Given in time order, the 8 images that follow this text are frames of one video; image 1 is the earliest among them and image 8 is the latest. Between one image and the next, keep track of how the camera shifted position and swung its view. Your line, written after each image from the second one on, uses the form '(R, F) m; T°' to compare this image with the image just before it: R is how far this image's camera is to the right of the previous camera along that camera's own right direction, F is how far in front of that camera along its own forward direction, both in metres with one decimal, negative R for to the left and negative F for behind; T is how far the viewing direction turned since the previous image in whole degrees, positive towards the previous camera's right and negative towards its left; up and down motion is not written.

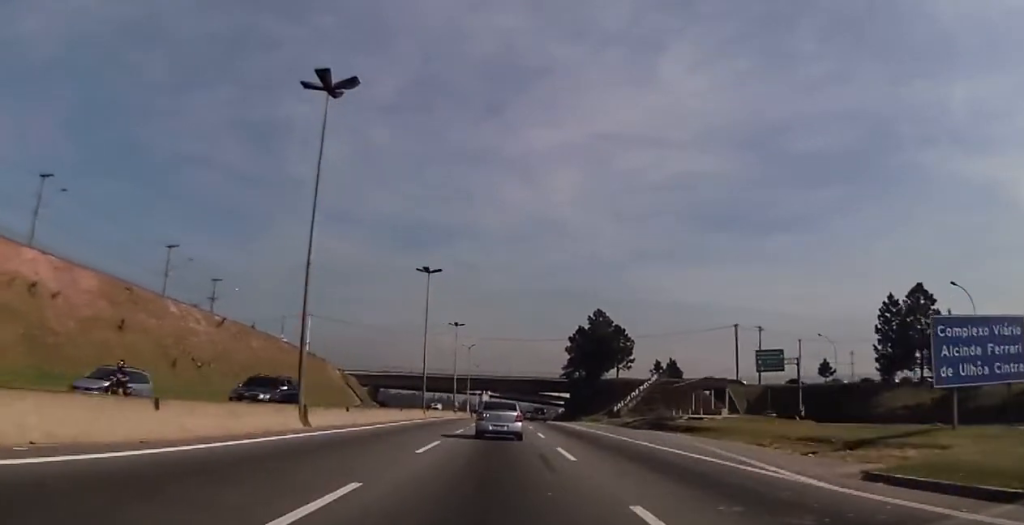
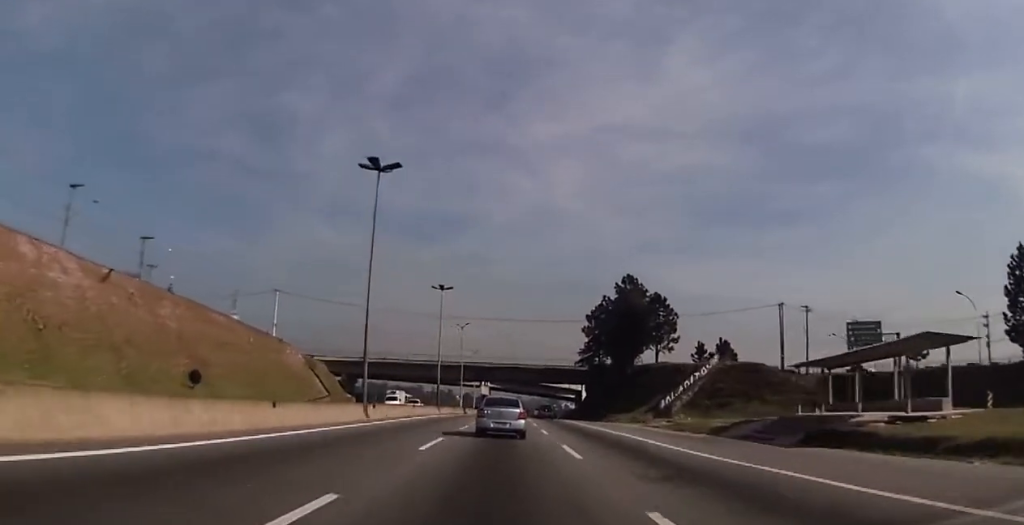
(+0.5, +25.3) m; 0°
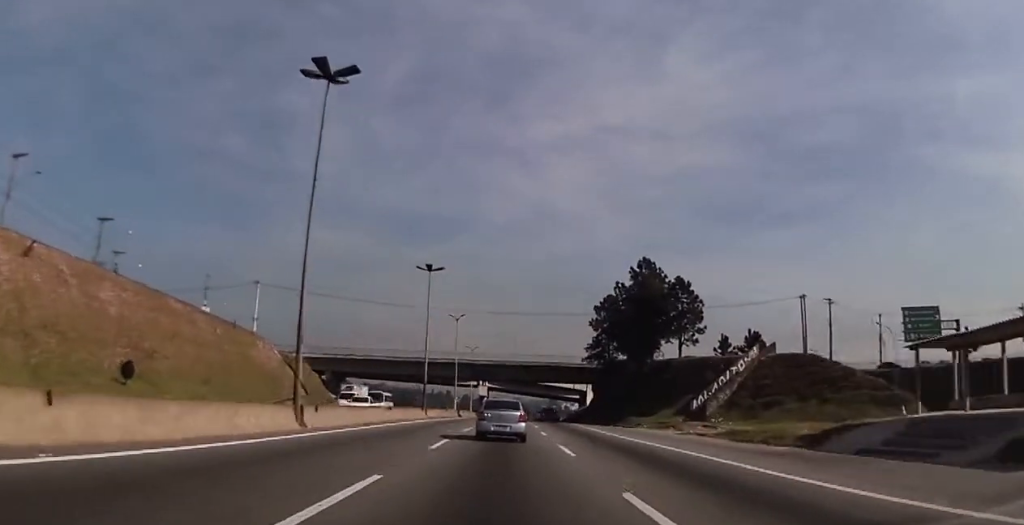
(-0.1, +11.1) m; -1°
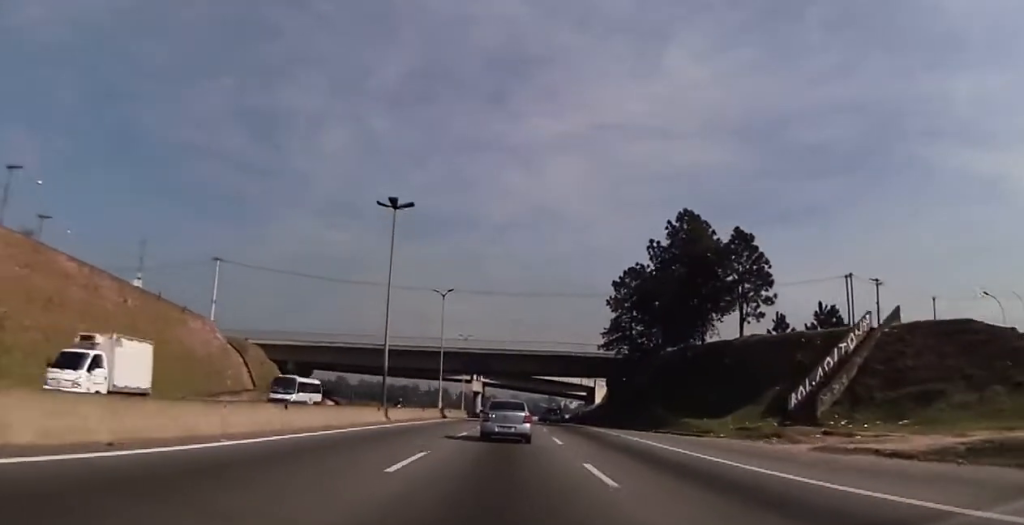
(-0.2, +19.8) m; +1°
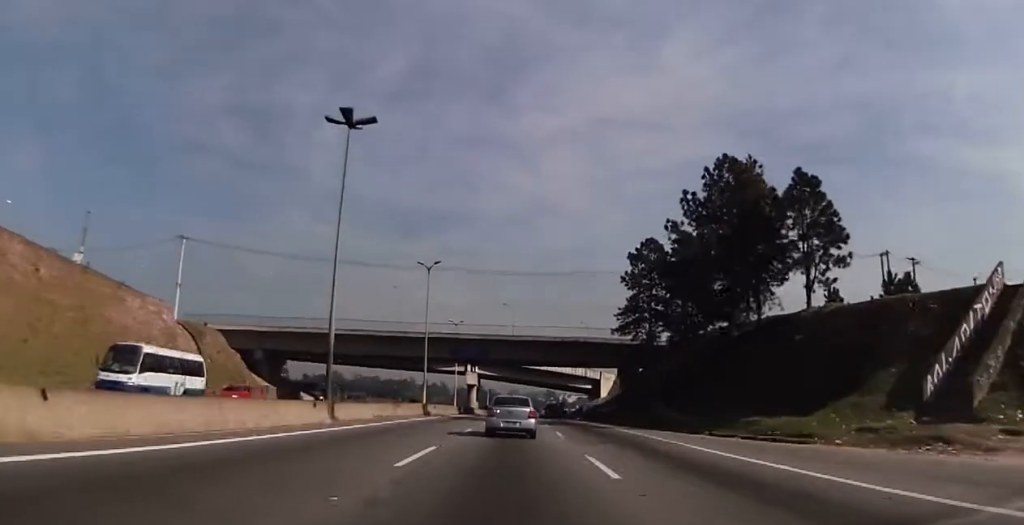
(+0.3, +13.2) m; +1°
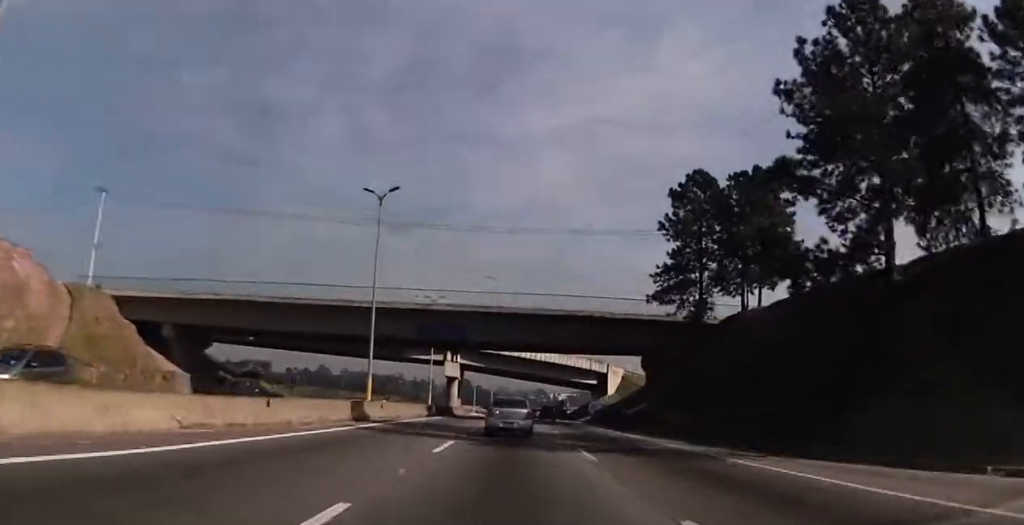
(0.0, +19.6) m; 0°
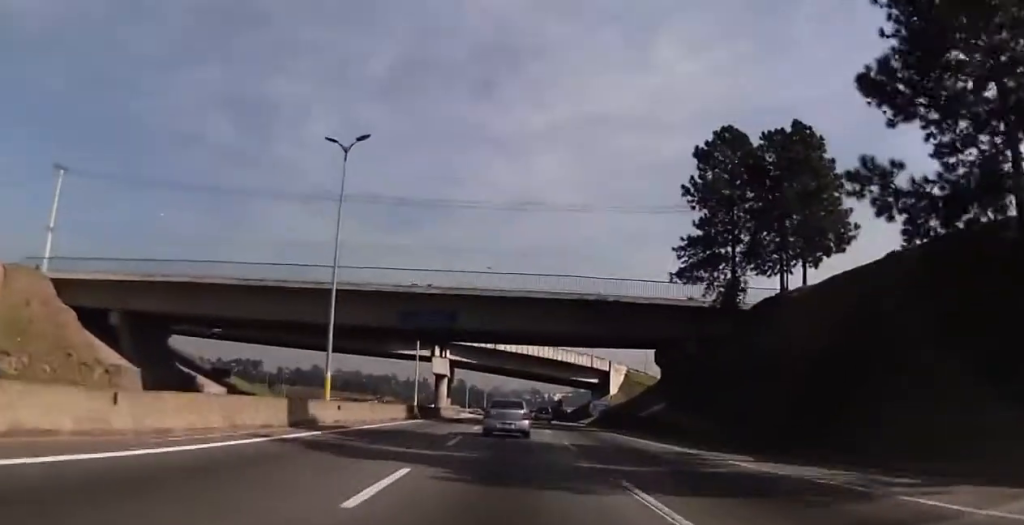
(0.0, +7.7) m; -1°
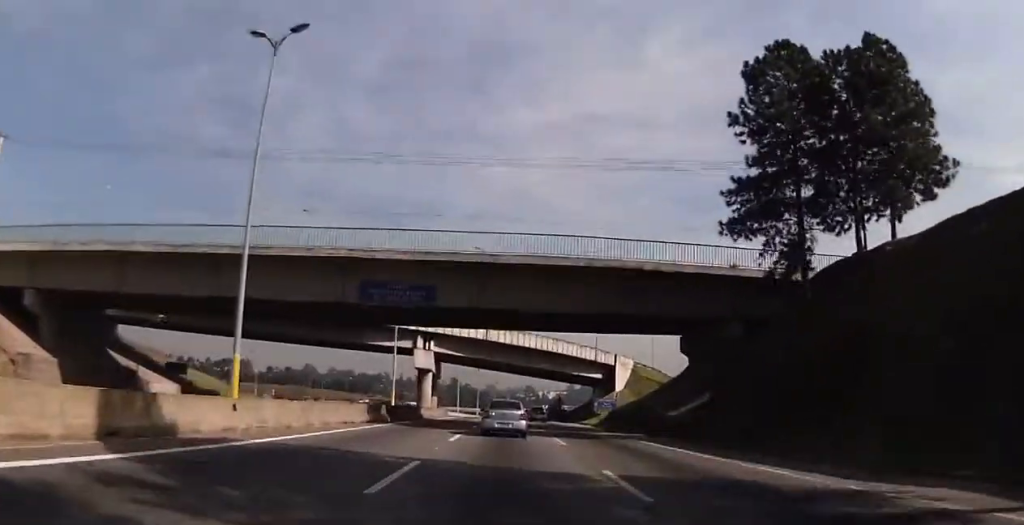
(0.0, +9.9) m; 0°
